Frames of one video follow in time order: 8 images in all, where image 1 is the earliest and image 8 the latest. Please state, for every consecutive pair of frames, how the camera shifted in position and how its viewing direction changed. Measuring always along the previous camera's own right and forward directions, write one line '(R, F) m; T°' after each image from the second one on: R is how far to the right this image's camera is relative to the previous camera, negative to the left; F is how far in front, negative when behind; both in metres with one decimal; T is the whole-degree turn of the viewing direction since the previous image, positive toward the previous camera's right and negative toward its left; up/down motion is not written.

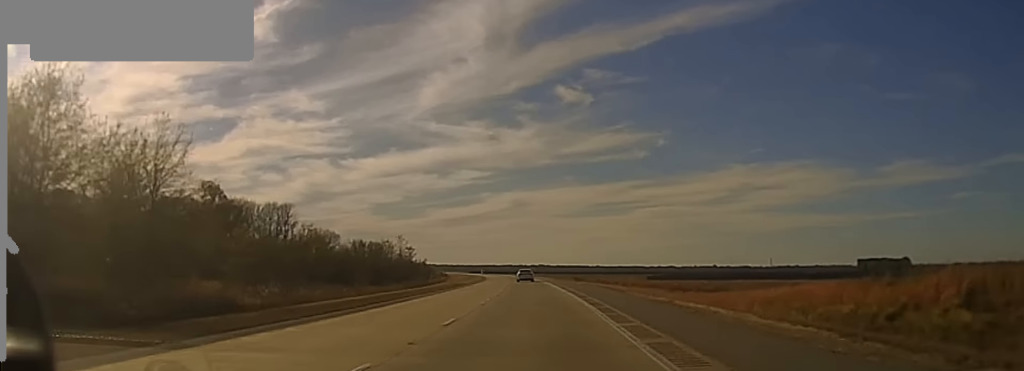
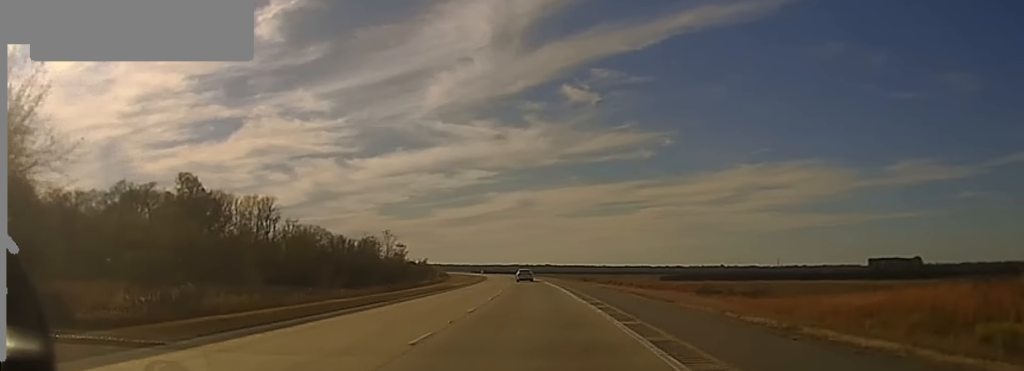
(-0.1, +16.1) m; 0°
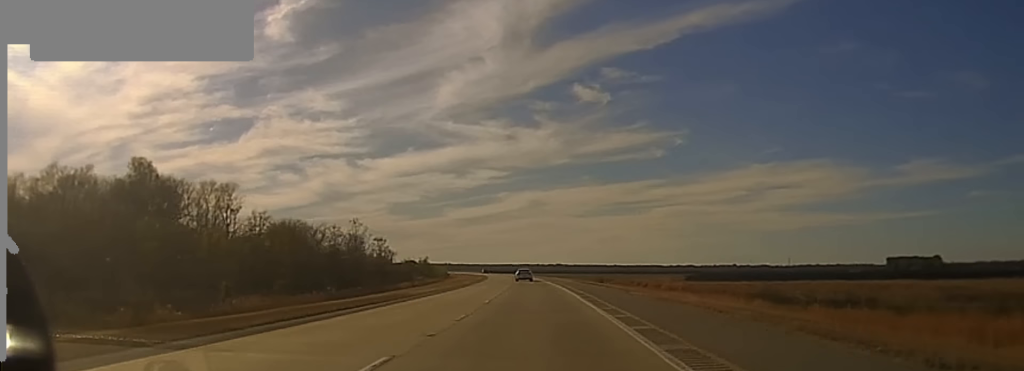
(-0.1, +23.8) m; 0°
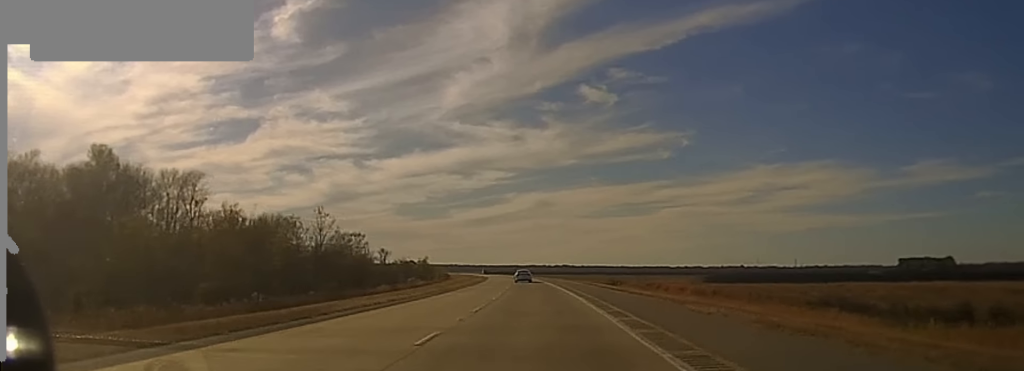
(0.0, +17.8) m; 0°
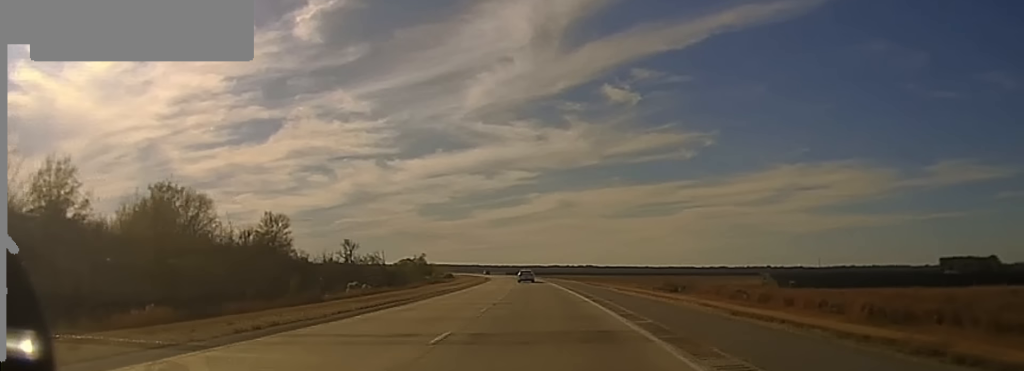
(-1.0, +60.5) m; -2°
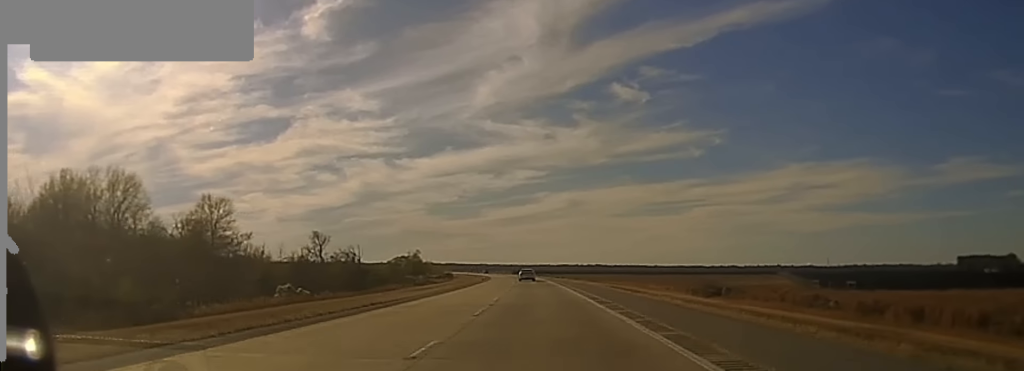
(-0.2, +30.2) m; -1°
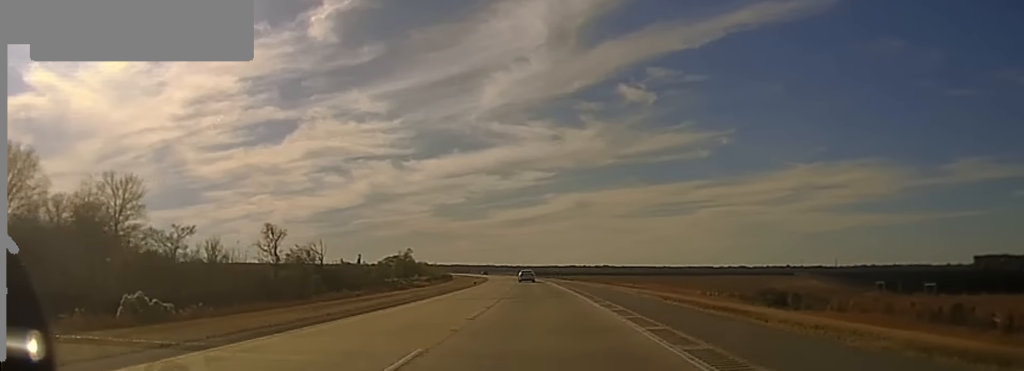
(-0.1, +29.3) m; 0°
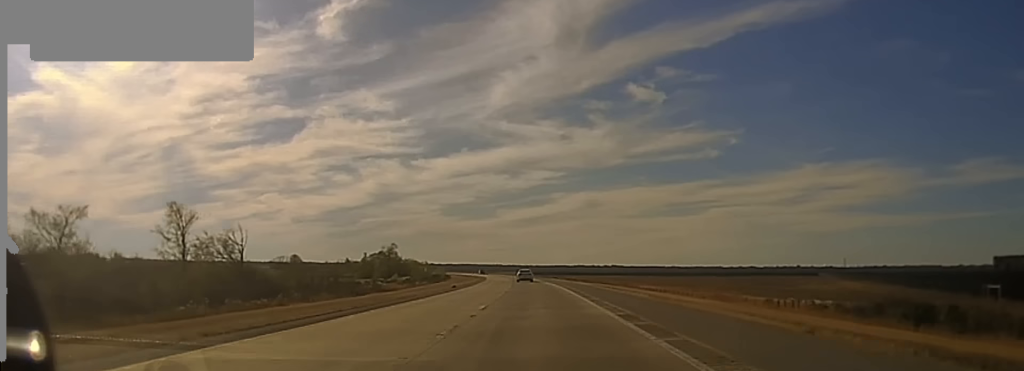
(-0.2, +31.7) m; -1°
